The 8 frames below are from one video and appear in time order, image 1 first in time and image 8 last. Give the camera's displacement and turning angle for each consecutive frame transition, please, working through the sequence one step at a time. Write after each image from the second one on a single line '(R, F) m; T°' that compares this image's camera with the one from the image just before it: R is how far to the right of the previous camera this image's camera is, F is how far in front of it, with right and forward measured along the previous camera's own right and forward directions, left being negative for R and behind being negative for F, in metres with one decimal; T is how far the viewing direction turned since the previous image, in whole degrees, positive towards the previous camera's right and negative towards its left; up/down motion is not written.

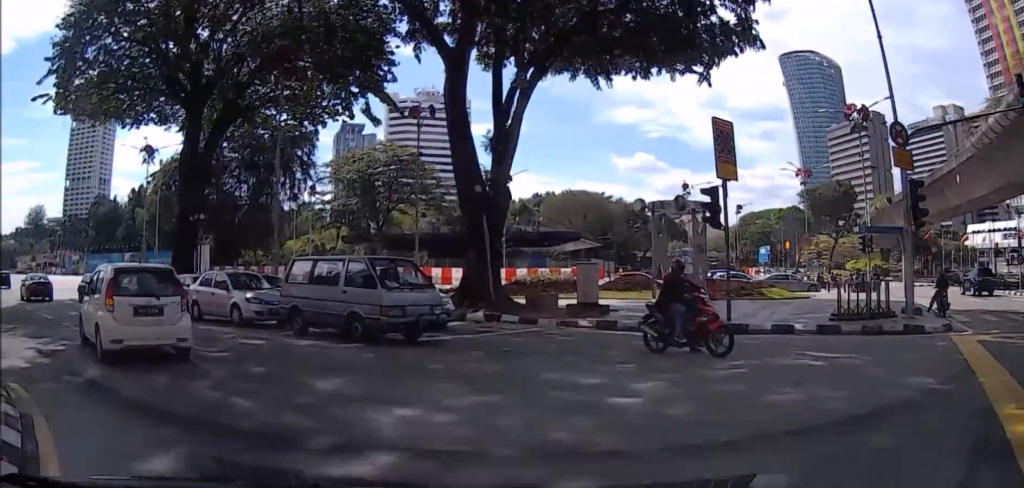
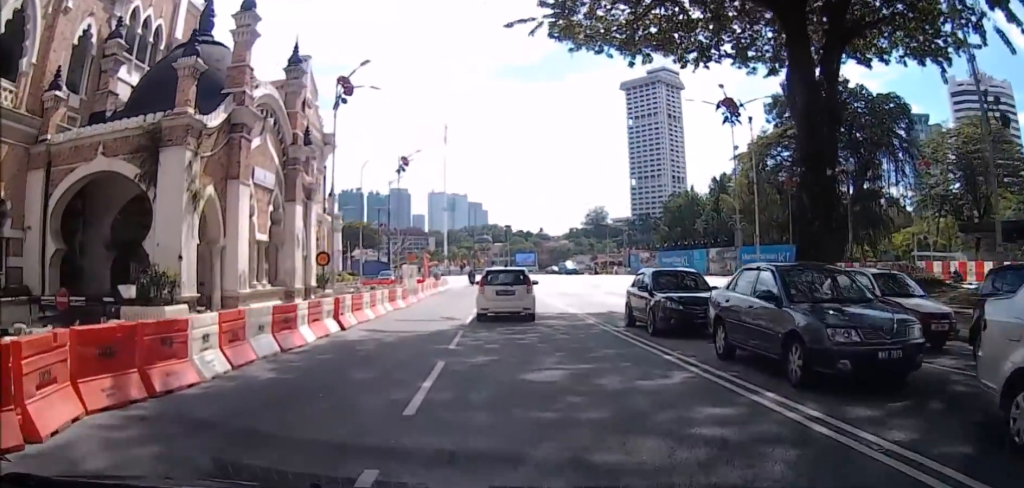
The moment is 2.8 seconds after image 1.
(-5.4, +10.2) m; -50°
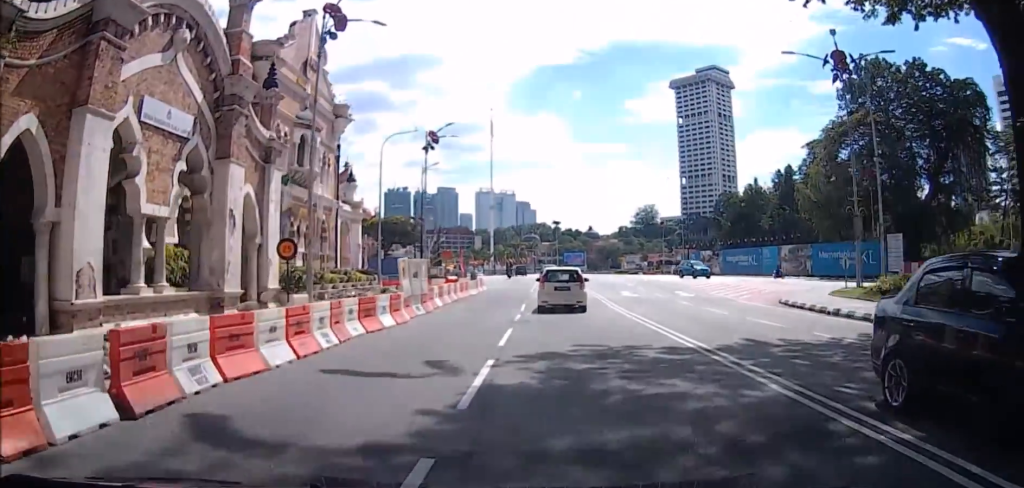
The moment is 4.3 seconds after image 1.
(-1.4, +9.0) m; -17°
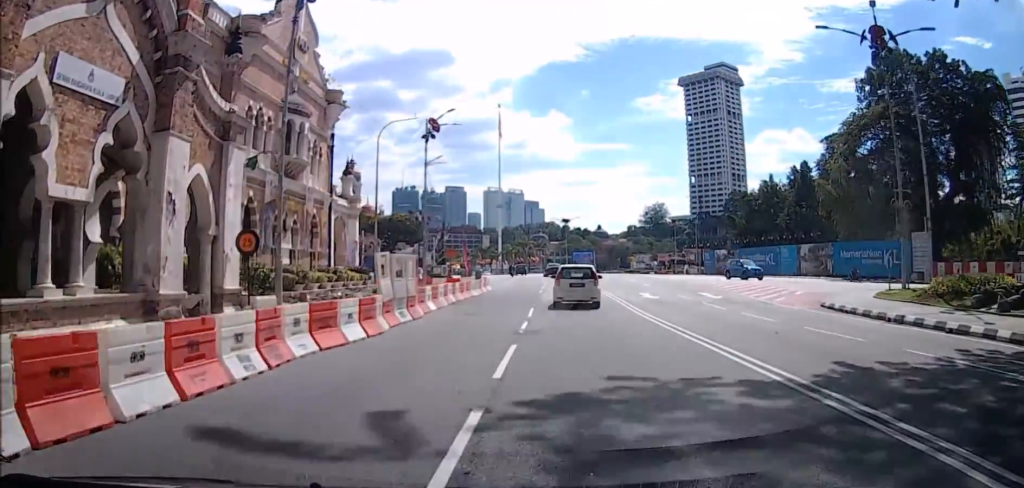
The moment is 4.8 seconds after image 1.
(-0.2, +3.2) m; -4°
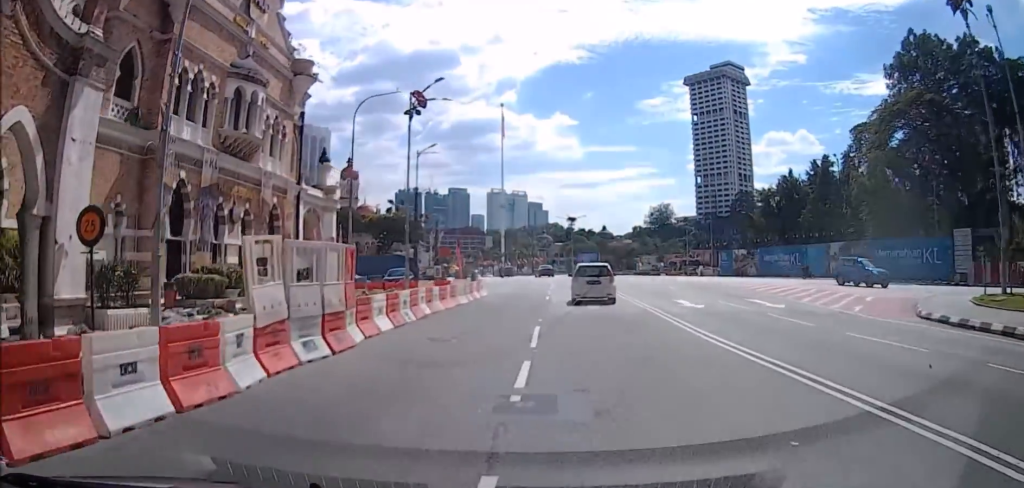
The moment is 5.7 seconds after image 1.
(0.0, +6.6) m; 0°
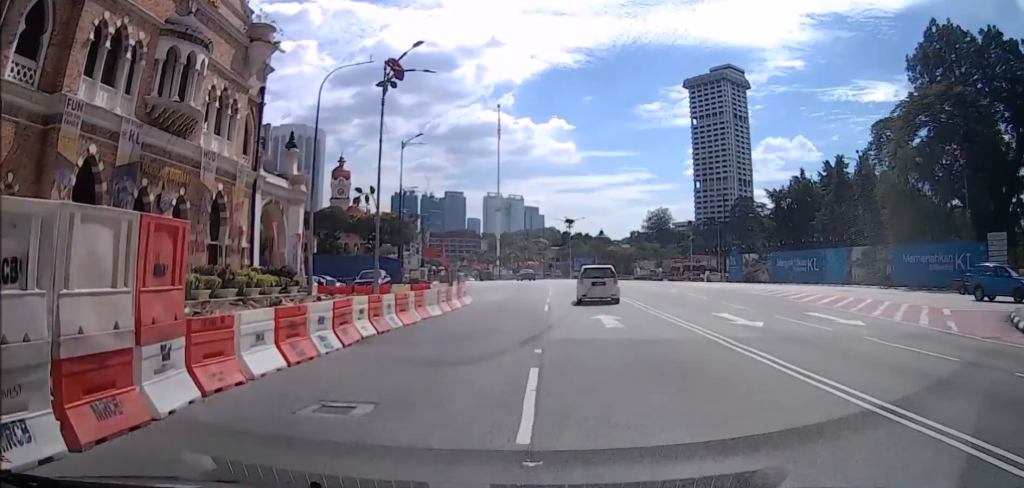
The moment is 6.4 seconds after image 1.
(0.0, +5.8) m; +3°
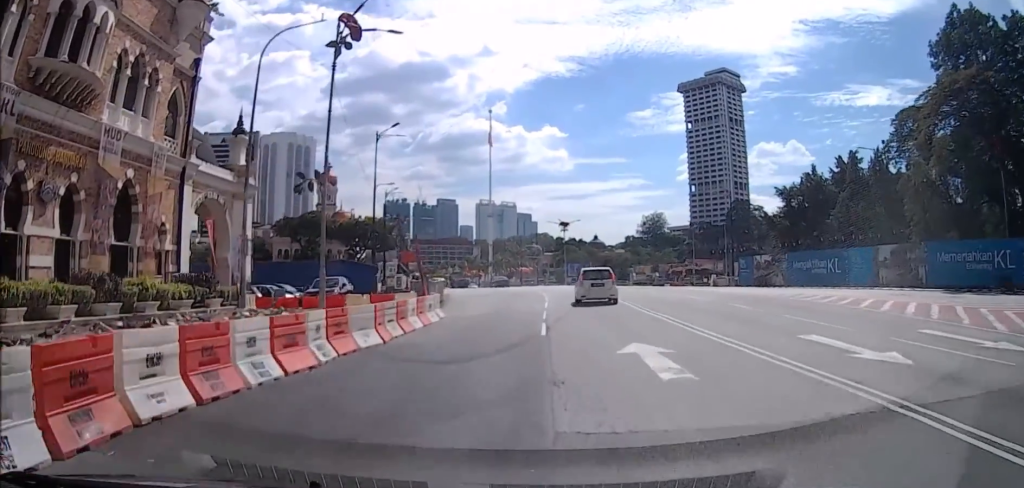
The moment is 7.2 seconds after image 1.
(+0.2, +6.9) m; +2°
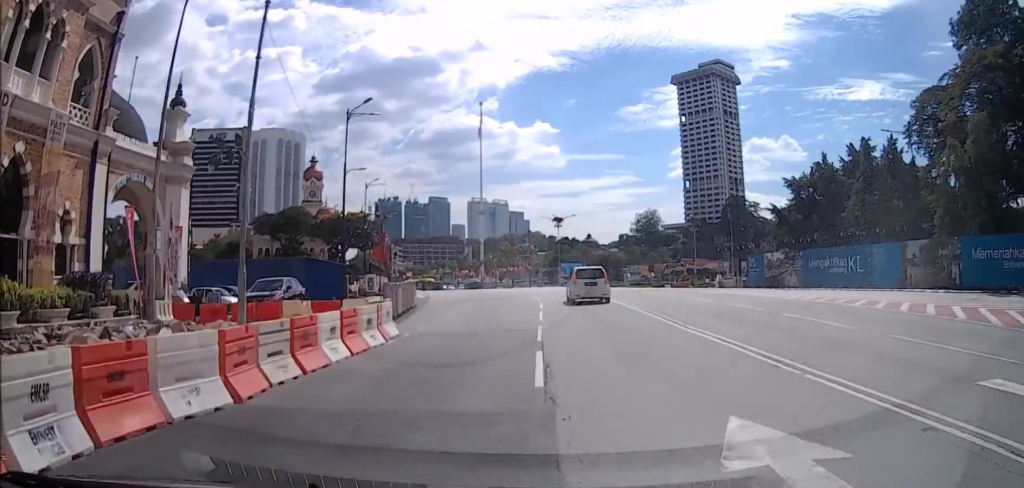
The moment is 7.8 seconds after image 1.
(+0.2, +5.9) m; 0°
